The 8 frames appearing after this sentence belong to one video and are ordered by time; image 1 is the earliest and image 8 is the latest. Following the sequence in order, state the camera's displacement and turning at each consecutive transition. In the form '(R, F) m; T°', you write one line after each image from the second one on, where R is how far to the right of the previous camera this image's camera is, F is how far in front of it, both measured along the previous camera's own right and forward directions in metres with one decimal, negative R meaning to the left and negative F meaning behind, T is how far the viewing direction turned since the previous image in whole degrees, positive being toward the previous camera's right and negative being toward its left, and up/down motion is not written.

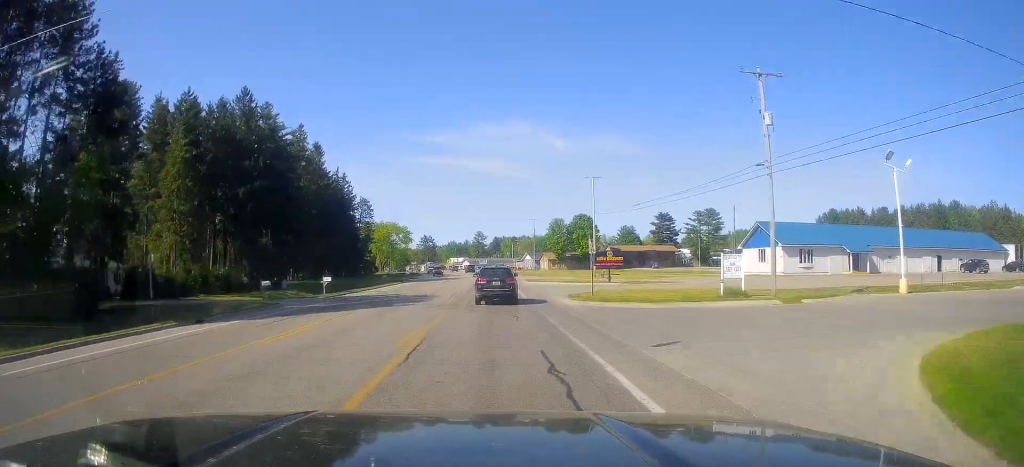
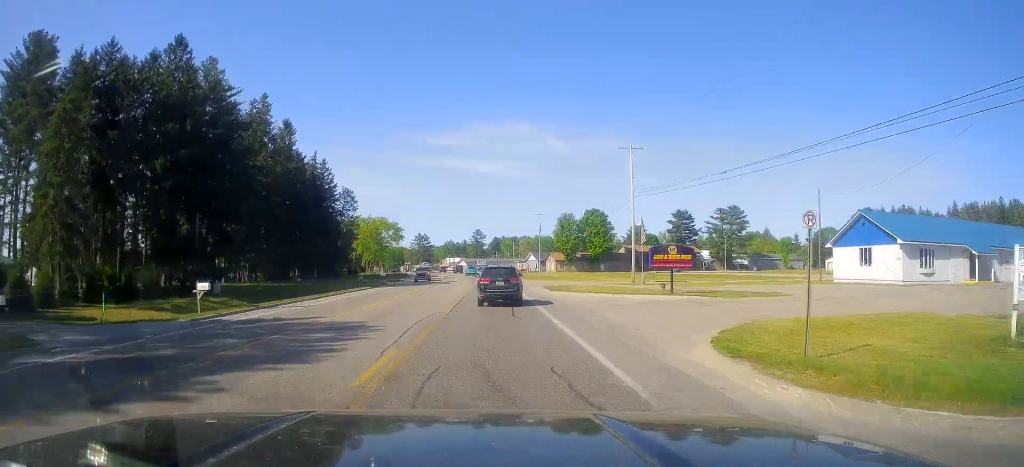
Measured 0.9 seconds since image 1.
(+0.2, +19.7) m; 0°
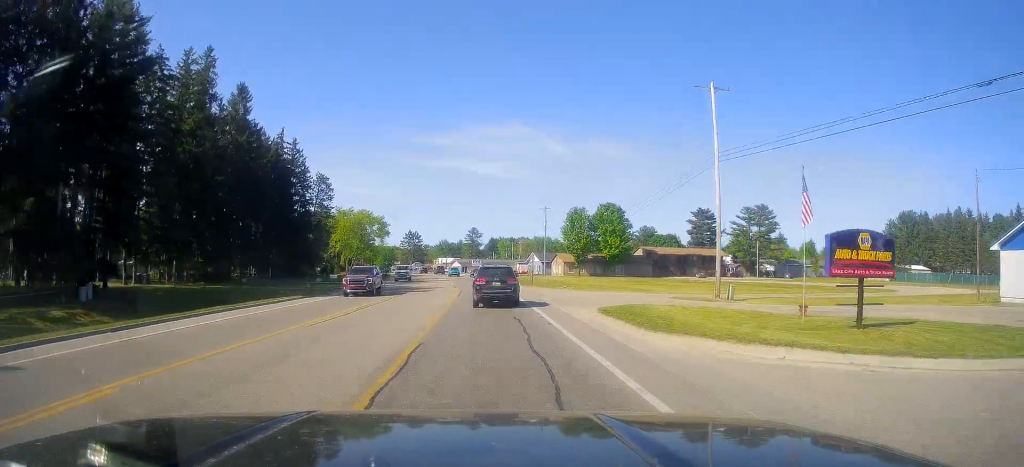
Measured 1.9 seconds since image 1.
(-0.1, +20.8) m; +1°
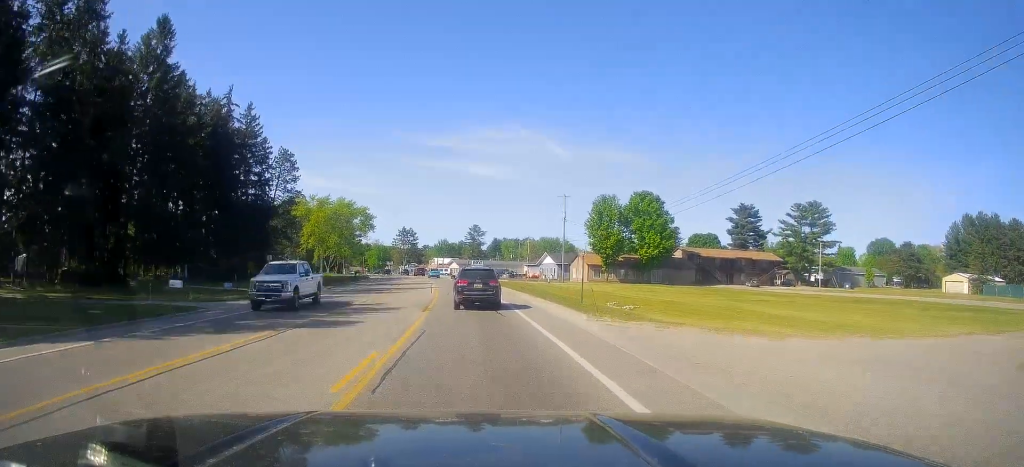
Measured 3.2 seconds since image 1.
(+0.2, +25.9) m; -1°
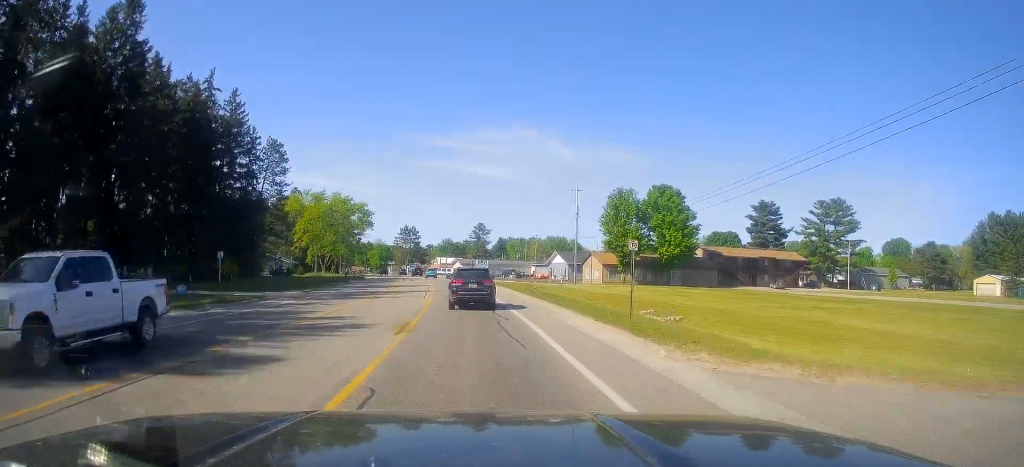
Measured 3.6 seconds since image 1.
(-0.3, +8.1) m; -1°
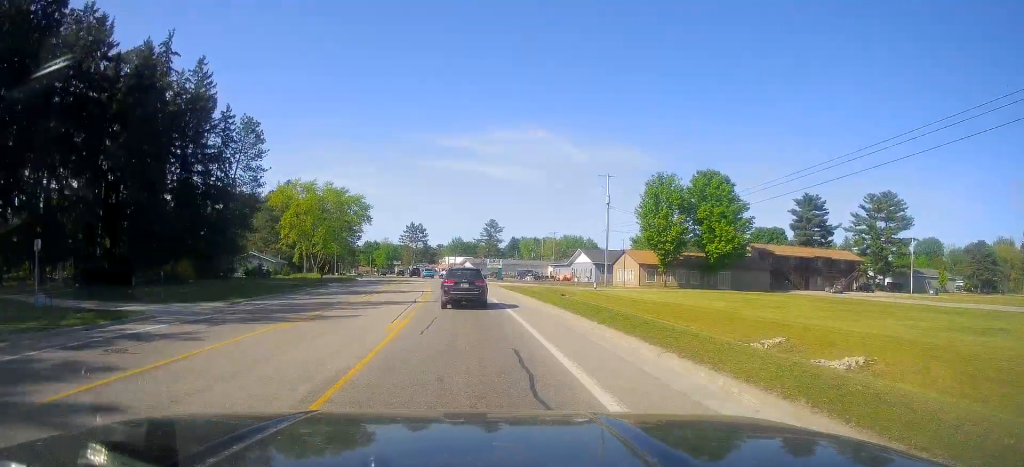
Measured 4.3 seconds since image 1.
(-0.2, +14.7) m; -1°
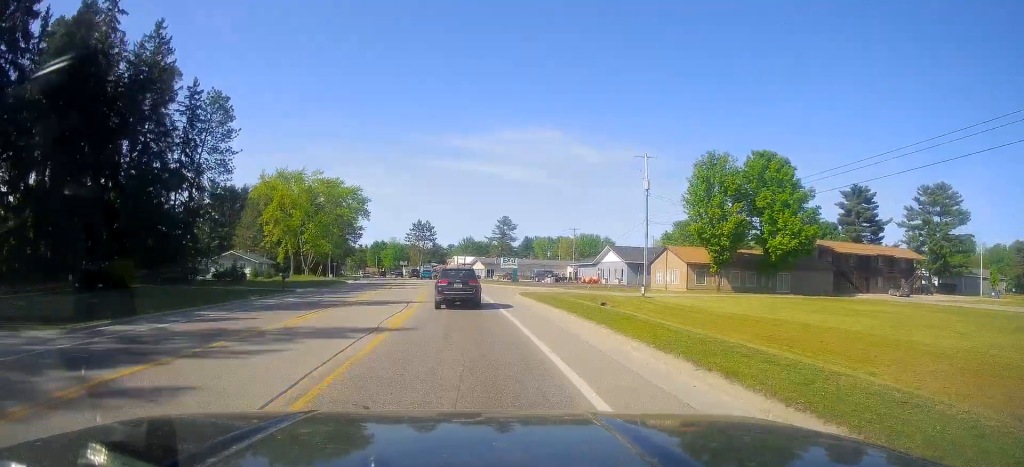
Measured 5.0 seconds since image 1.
(+0.1, +13.3) m; -1°
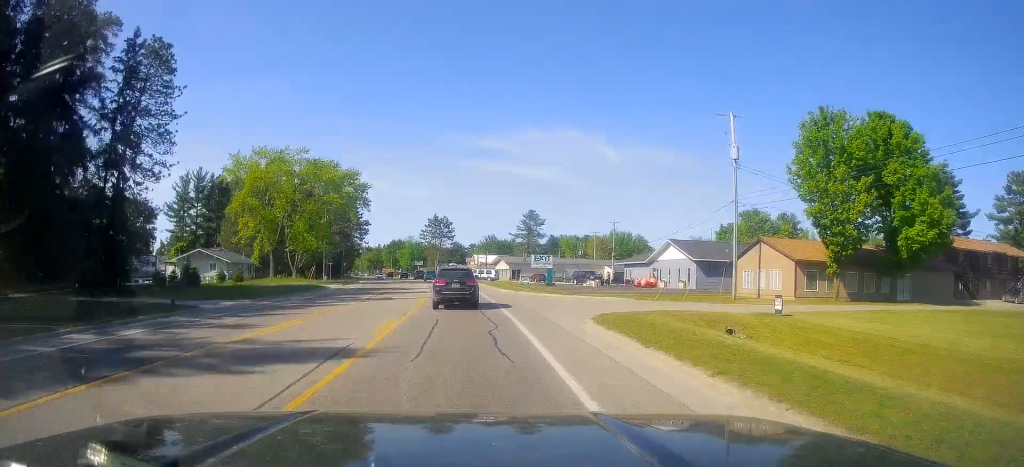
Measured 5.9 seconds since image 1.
(-0.3, +17.8) m; -3°
